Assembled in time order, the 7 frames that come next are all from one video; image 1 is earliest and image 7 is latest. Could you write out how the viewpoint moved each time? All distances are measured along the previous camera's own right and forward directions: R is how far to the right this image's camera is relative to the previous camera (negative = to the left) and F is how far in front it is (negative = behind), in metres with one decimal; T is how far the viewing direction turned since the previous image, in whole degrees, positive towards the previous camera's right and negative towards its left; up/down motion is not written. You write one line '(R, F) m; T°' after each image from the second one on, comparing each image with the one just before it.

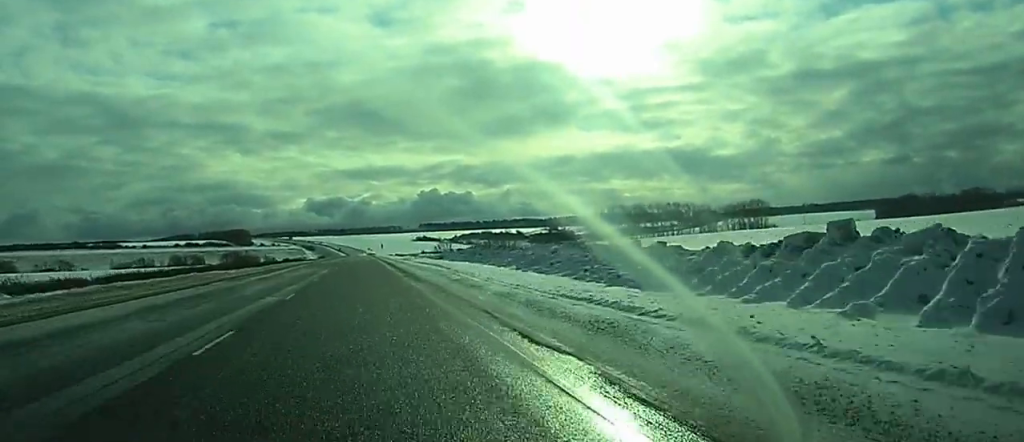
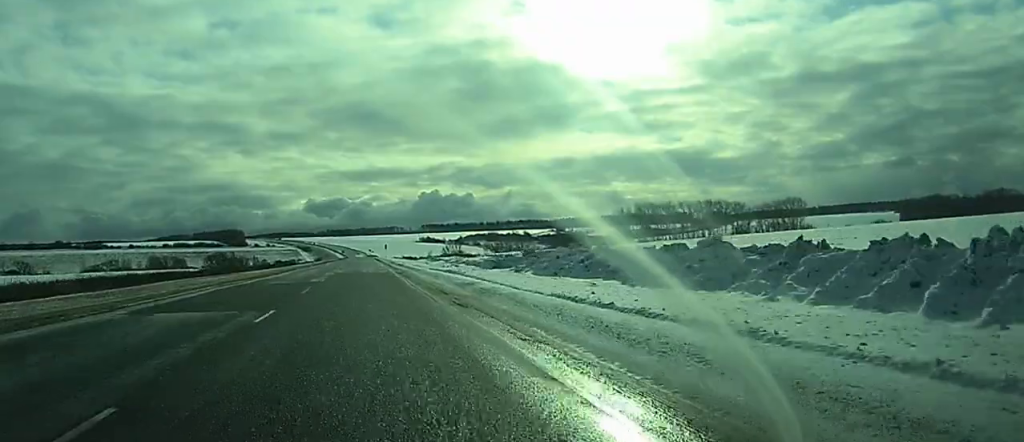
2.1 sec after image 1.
(-0.1, +54.9) m; 0°
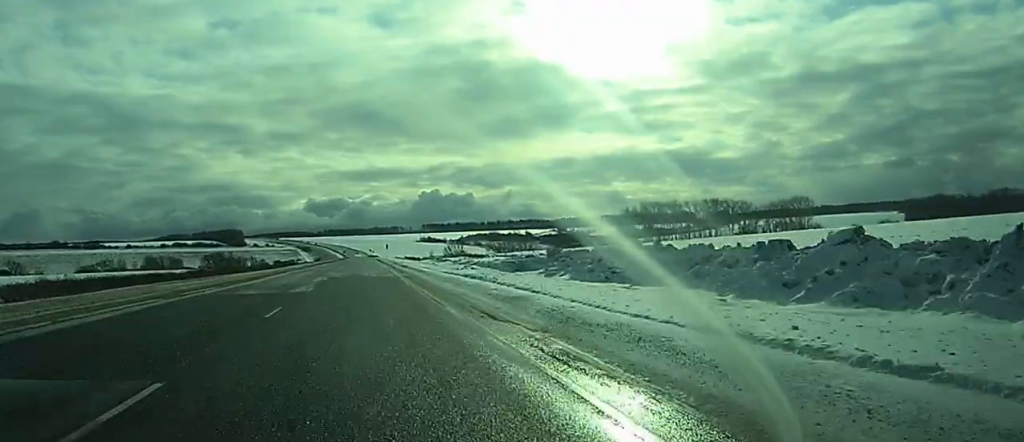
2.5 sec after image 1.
(0.0, +10.6) m; 0°
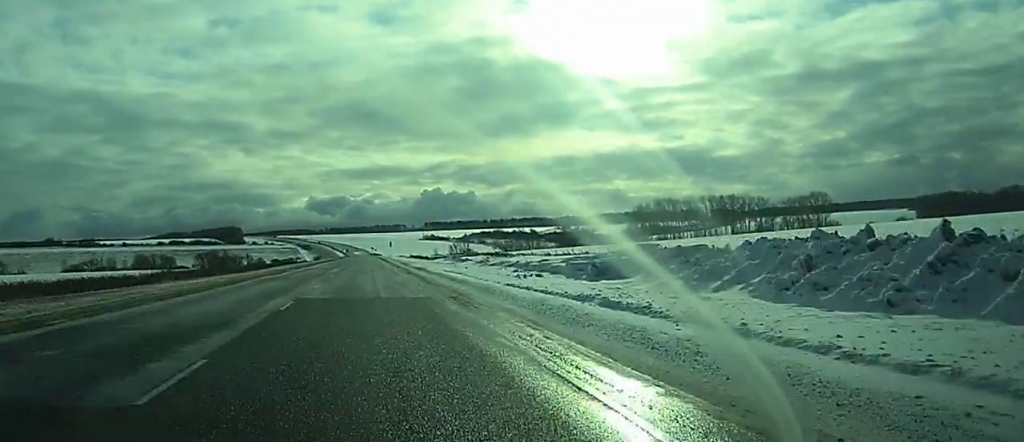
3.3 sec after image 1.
(0.0, +22.2) m; 0°
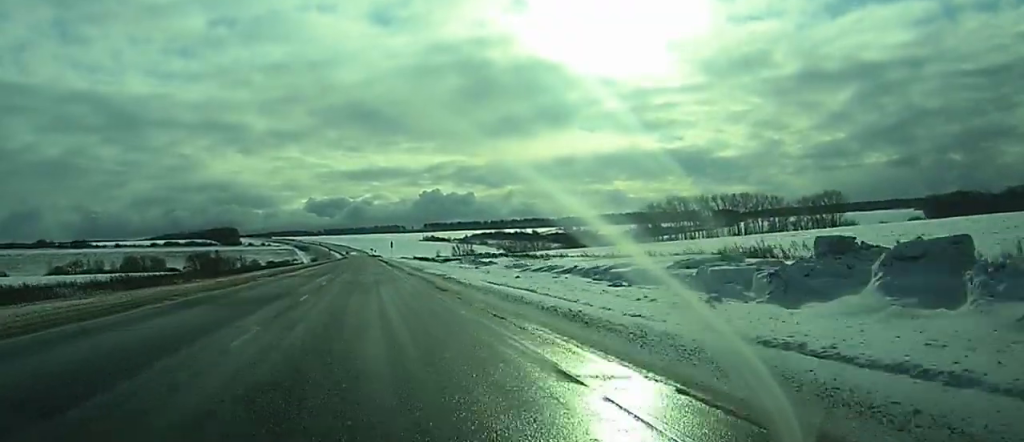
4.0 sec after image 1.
(0.0, +19.4) m; 0°
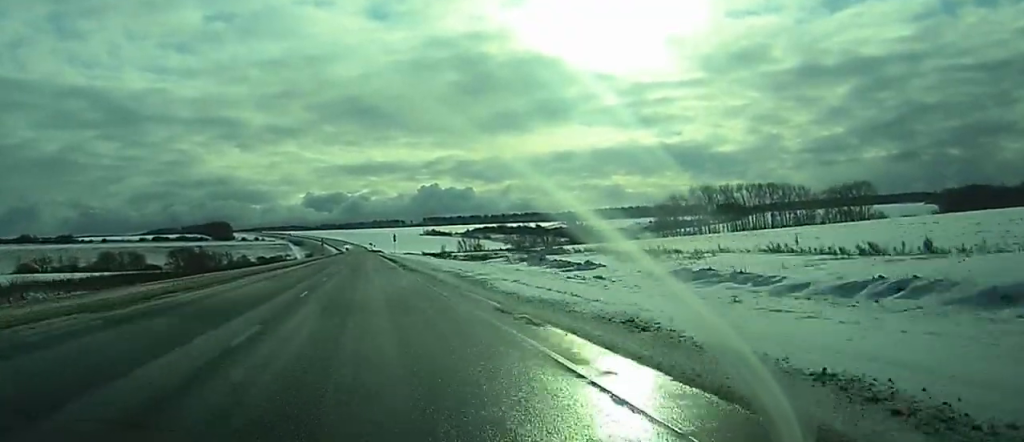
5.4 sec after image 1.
(-0.1, +35.9) m; 0°
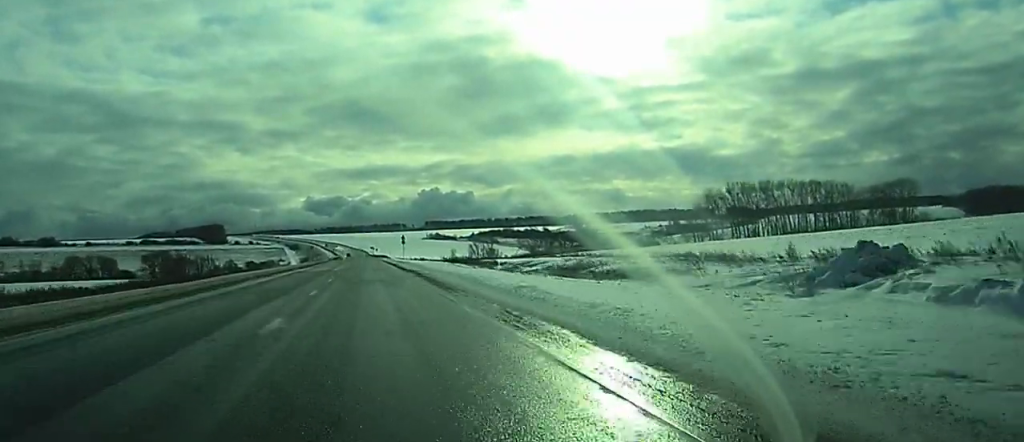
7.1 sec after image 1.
(0.0, +45.2) m; 0°
